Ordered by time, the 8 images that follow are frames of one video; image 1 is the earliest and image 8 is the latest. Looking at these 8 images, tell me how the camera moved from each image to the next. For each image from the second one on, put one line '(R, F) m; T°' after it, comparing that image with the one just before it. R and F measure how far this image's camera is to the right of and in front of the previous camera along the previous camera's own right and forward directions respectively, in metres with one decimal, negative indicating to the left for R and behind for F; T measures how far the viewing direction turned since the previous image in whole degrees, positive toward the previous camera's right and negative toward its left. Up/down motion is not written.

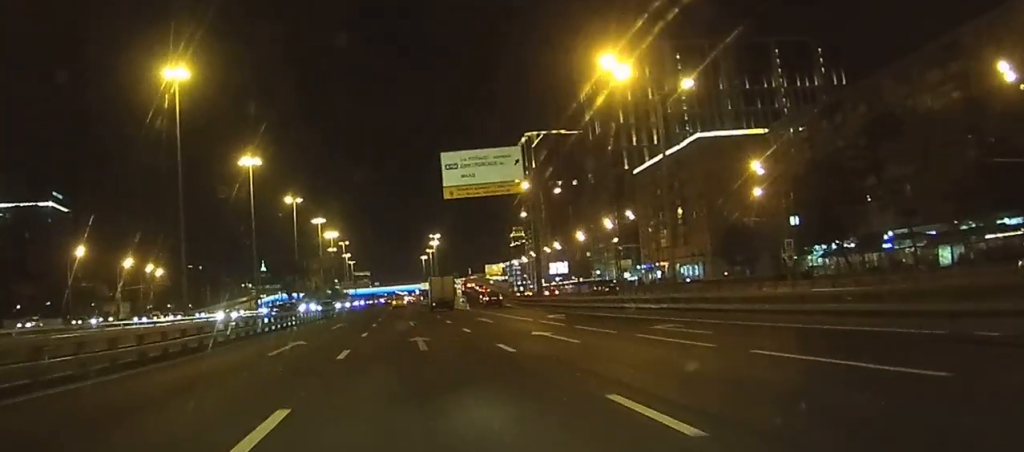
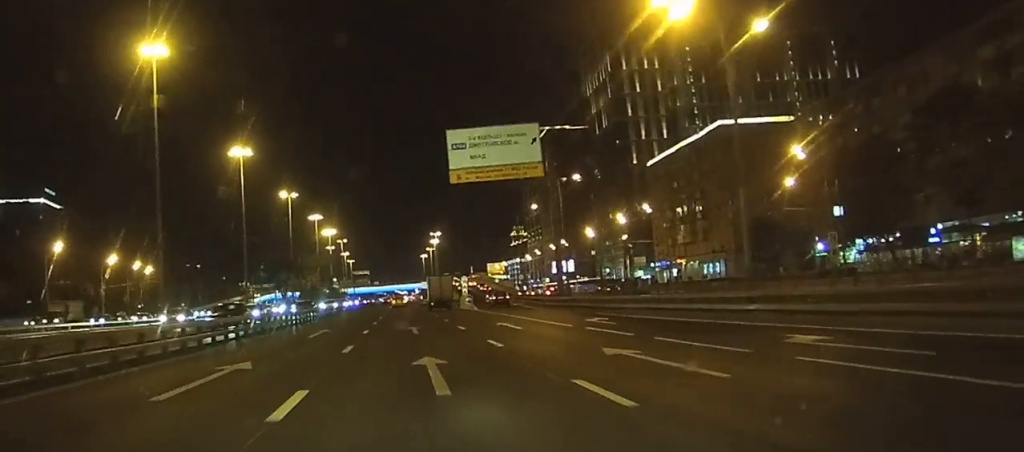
(0.0, +10.0) m; 0°
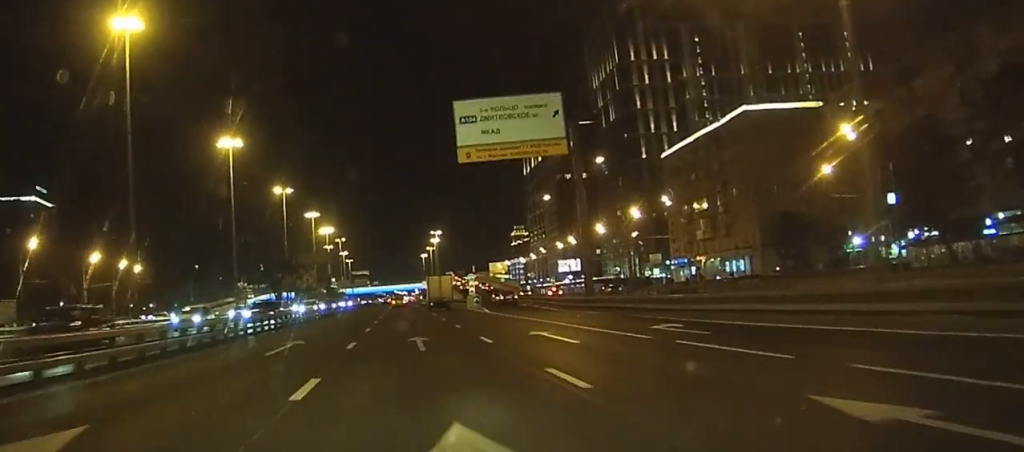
(0.0, +9.9) m; 0°
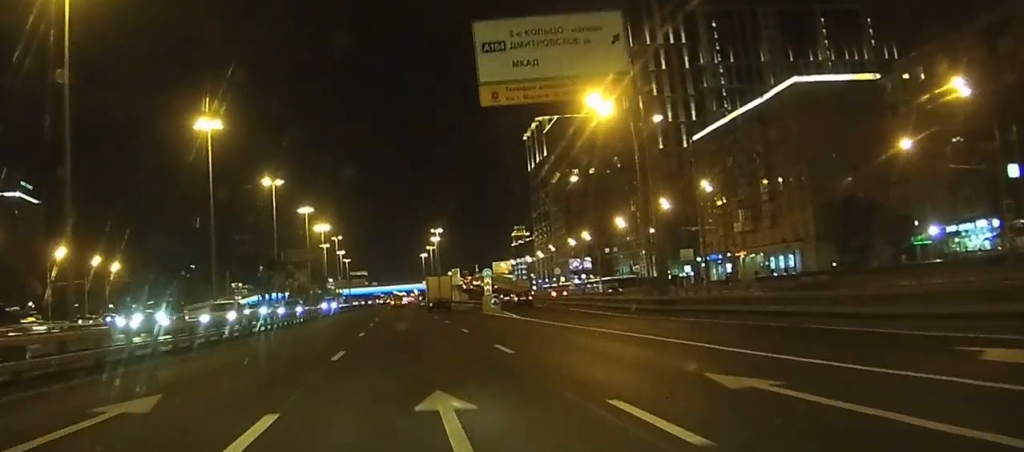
(0.0, +16.7) m; 0°
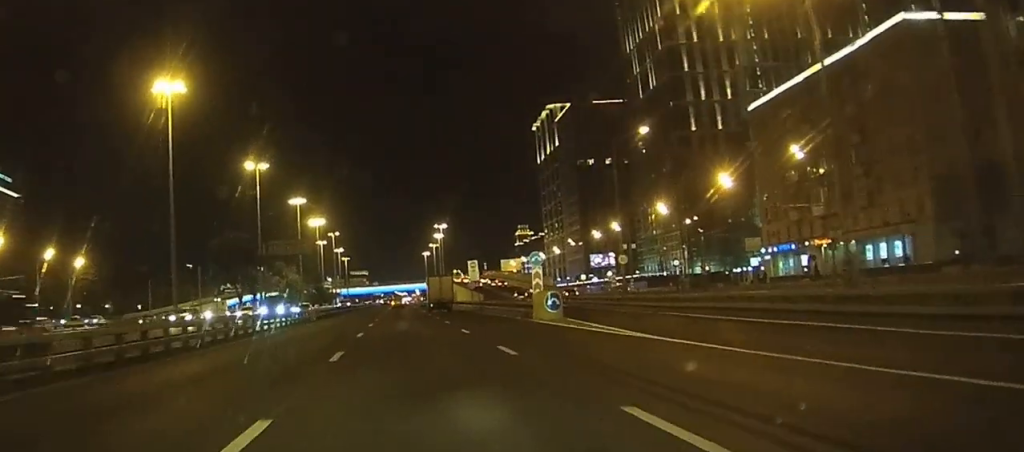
(-0.1, +24.7) m; 0°
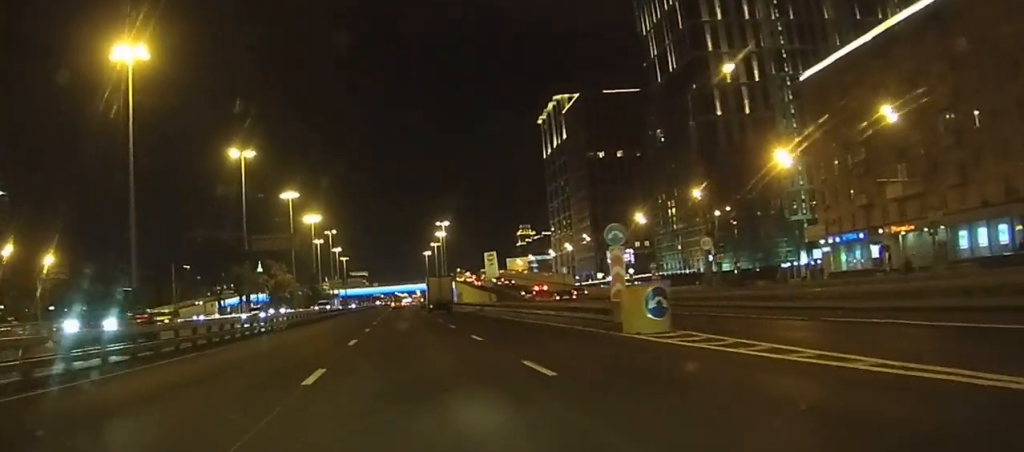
(+0.1, +16.7) m; 0°
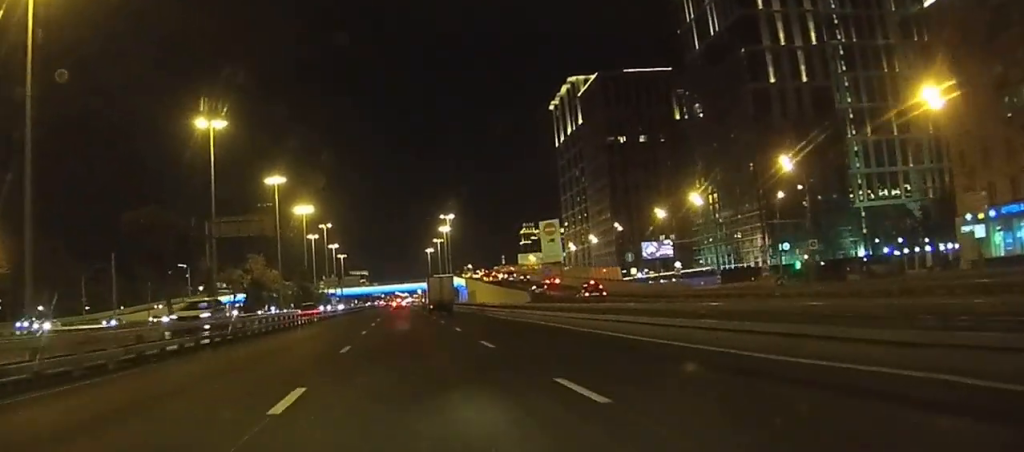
(+0.1, +27.5) m; 0°
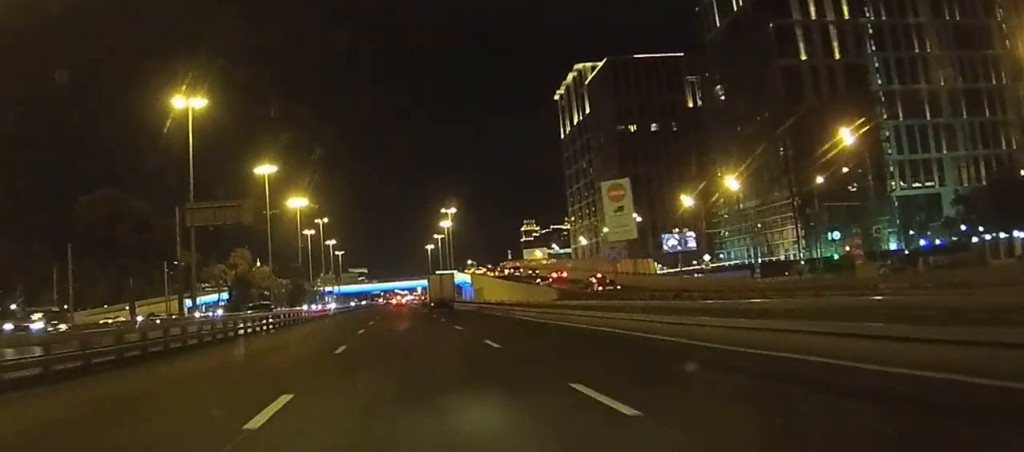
(0.0, +13.5) m; 0°
